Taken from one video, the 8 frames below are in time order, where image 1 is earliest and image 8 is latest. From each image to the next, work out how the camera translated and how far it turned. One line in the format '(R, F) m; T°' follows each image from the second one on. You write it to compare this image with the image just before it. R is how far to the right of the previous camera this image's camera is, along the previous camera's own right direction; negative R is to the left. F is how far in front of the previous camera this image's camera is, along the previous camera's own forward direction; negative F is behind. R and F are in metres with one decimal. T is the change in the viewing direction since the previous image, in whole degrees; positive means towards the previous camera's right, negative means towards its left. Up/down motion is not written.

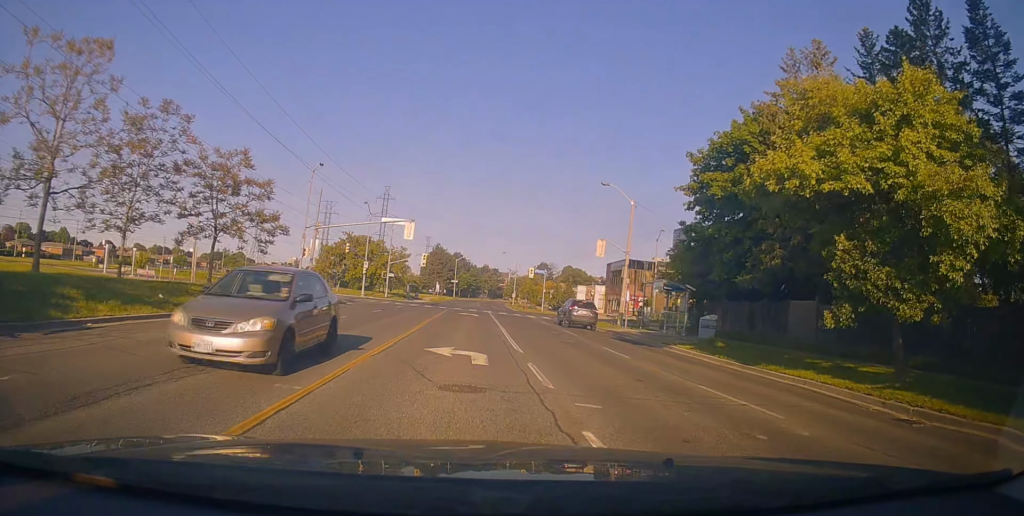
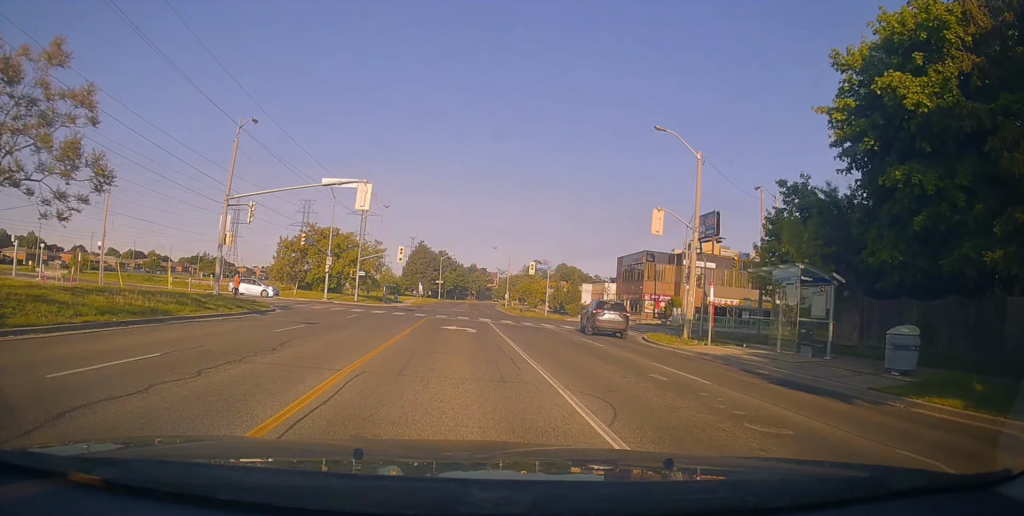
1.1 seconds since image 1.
(+0.1, +14.8) m; 0°
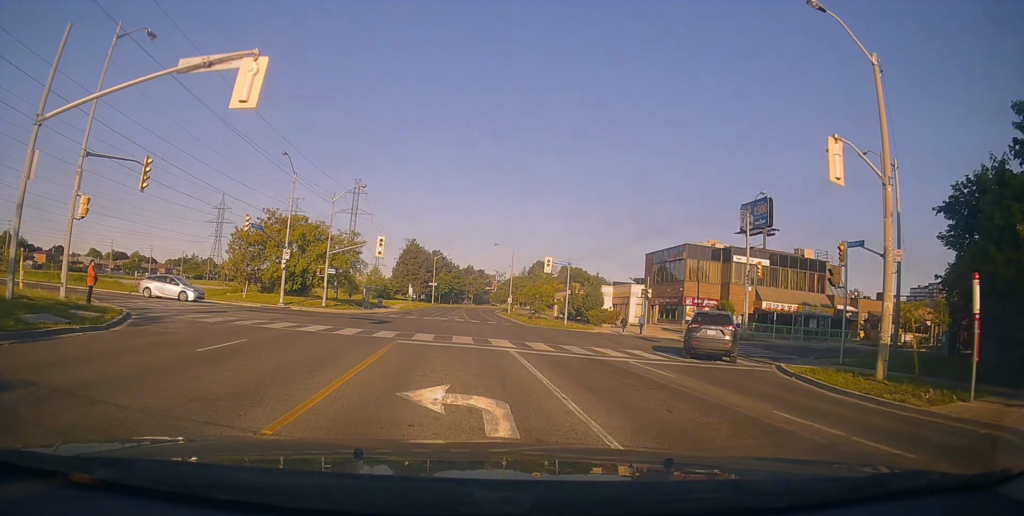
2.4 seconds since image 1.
(+0.2, +15.0) m; +3°
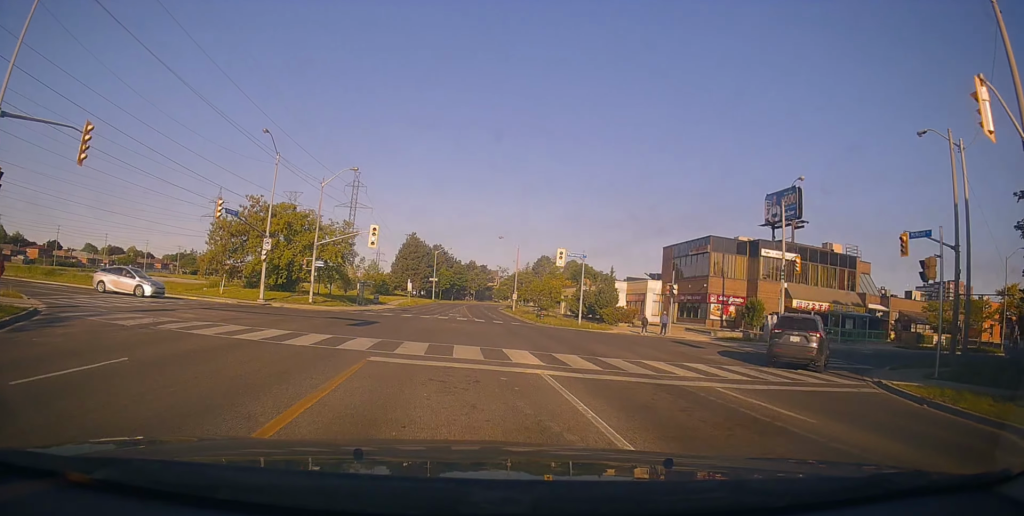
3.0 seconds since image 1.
(+0.4, +6.0) m; +1°
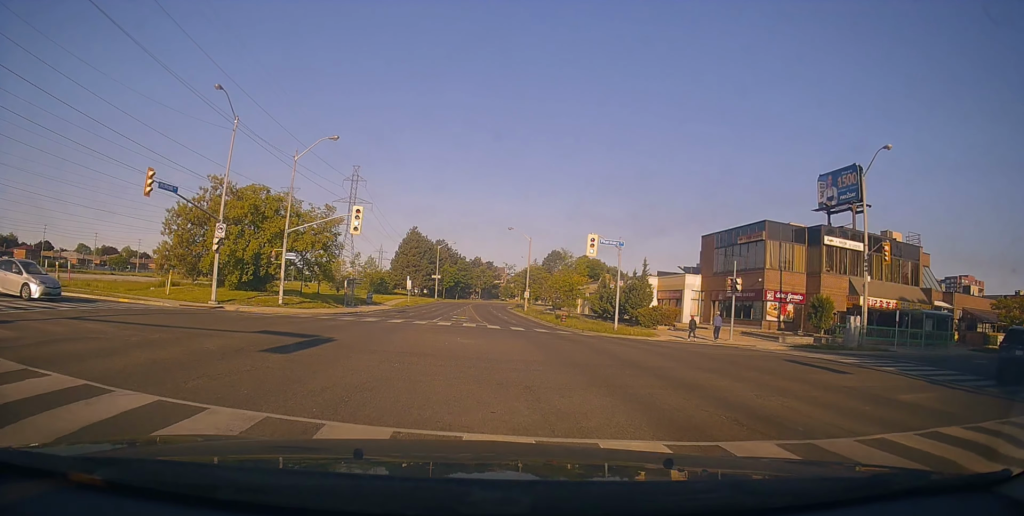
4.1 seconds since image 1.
(-0.5, +10.4) m; +1°
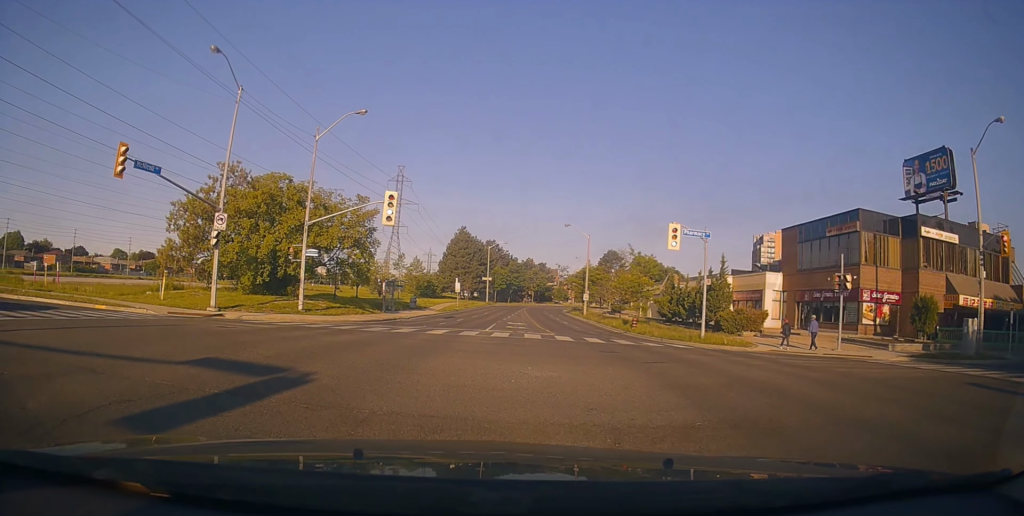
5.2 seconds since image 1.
(+0.6, +7.0) m; -2°
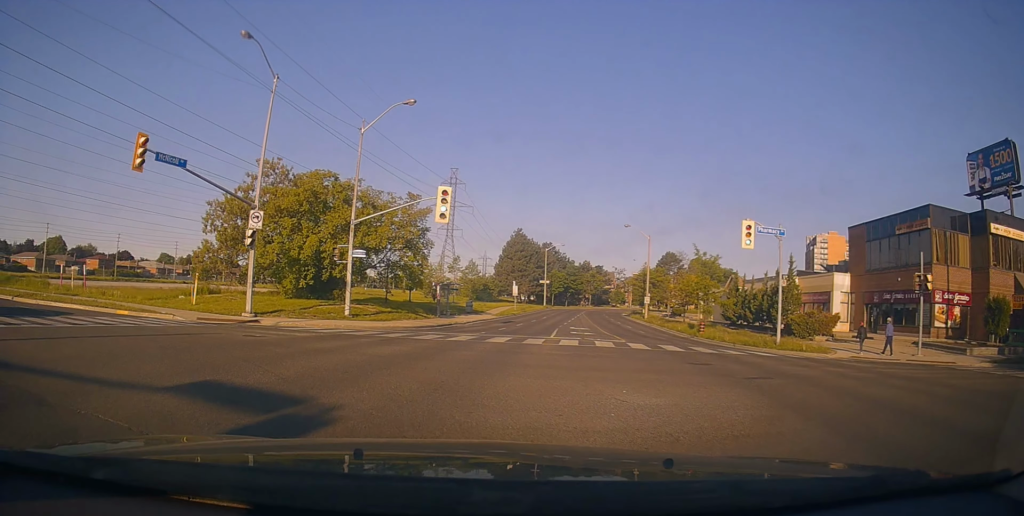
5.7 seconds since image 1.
(-0.3, +2.5) m; -10°
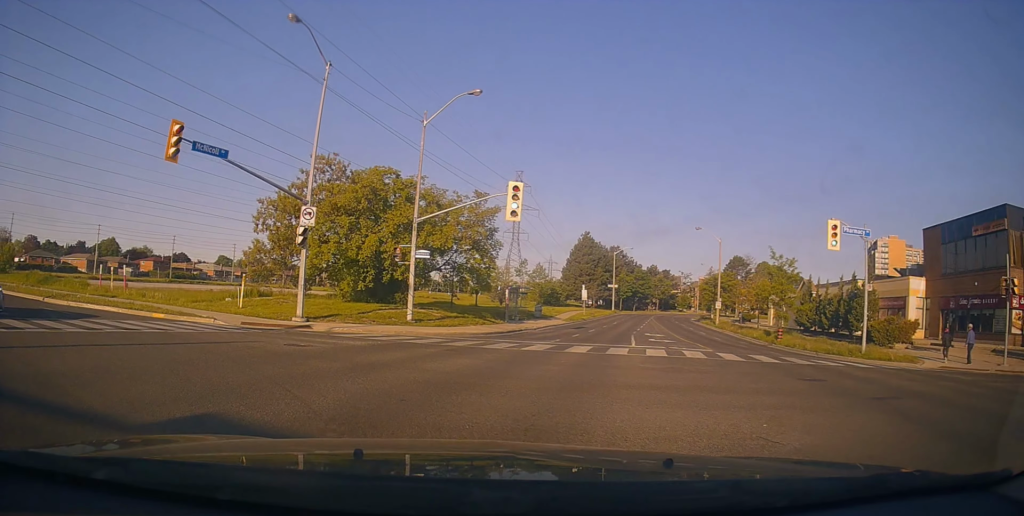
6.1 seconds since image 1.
(+0.2, +2.4) m; -10°
